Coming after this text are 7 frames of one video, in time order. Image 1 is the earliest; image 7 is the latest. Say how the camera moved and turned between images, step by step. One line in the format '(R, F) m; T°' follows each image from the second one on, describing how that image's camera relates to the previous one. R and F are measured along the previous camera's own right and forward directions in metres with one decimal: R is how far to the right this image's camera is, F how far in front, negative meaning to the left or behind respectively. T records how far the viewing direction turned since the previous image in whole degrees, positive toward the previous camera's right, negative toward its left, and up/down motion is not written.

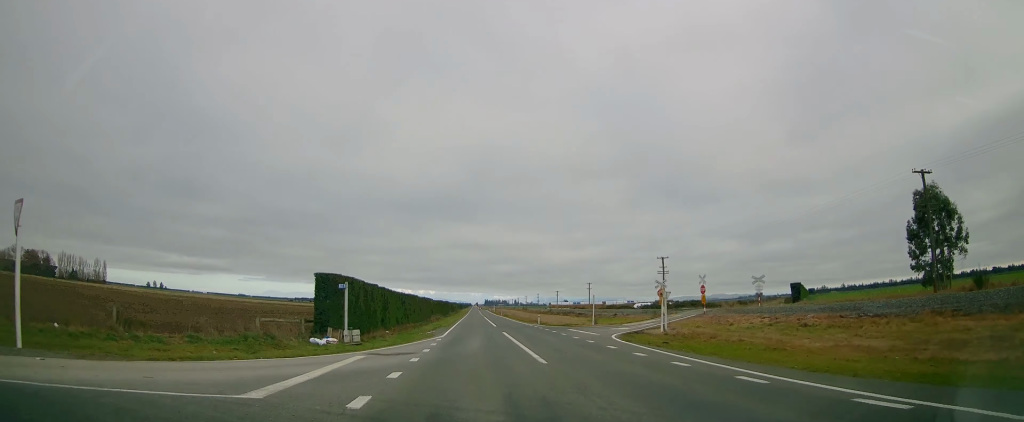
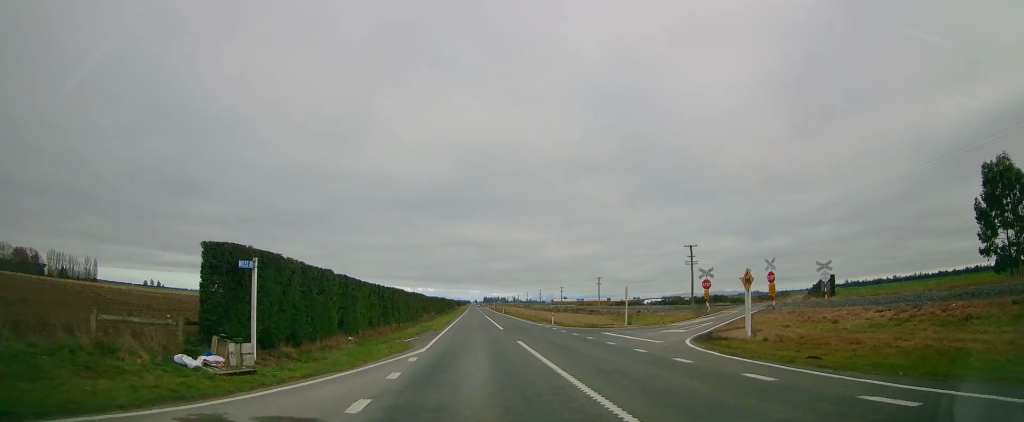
(-0.1, +11.9) m; 0°
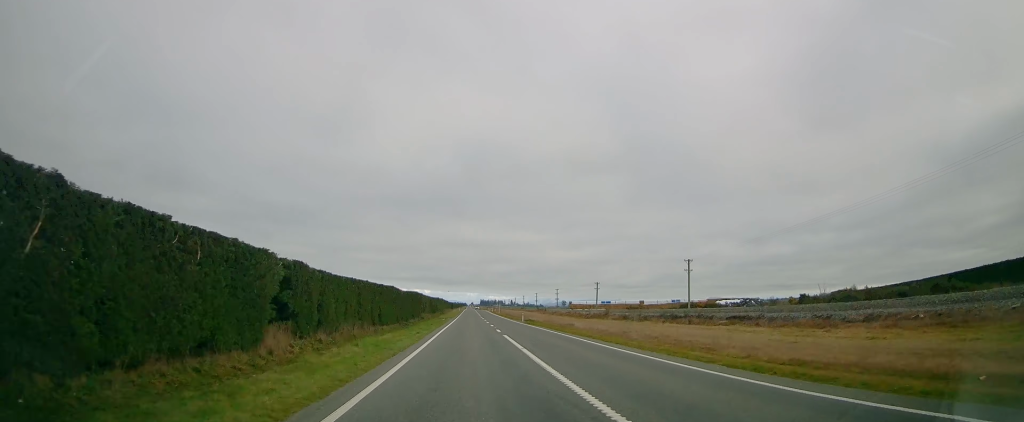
(+0.7, +54.3) m; +1°
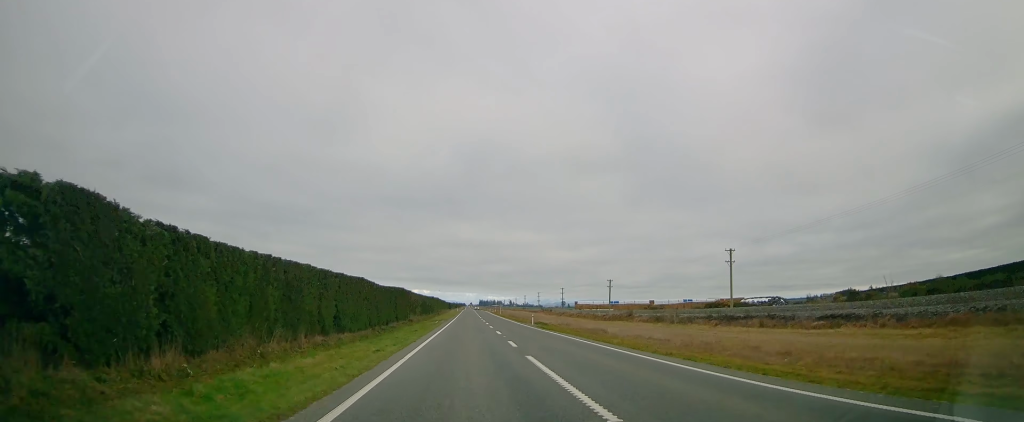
(+0.1, +12.6) m; 0°
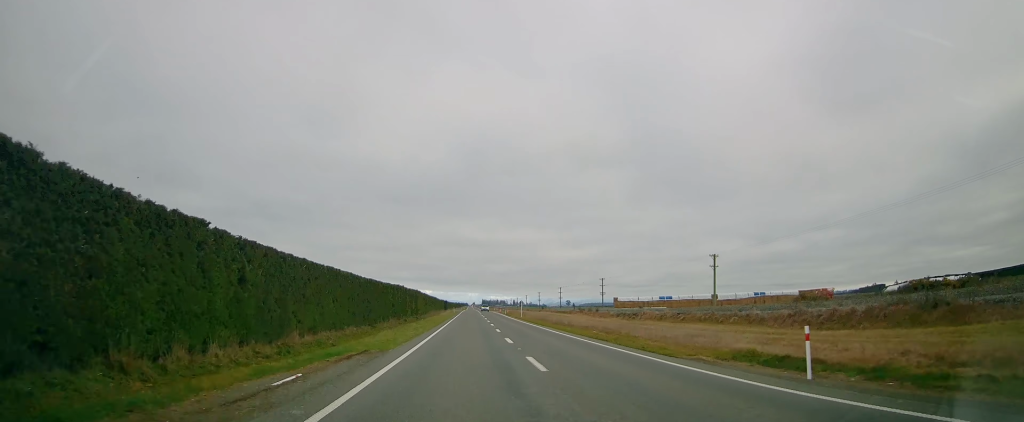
(-0.3, +49.1) m; 0°
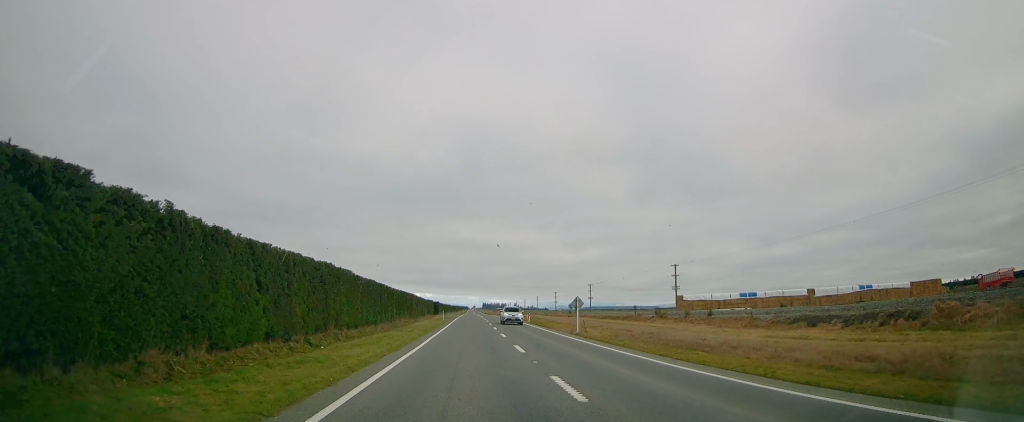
(-0.4, +43.7) m; 0°
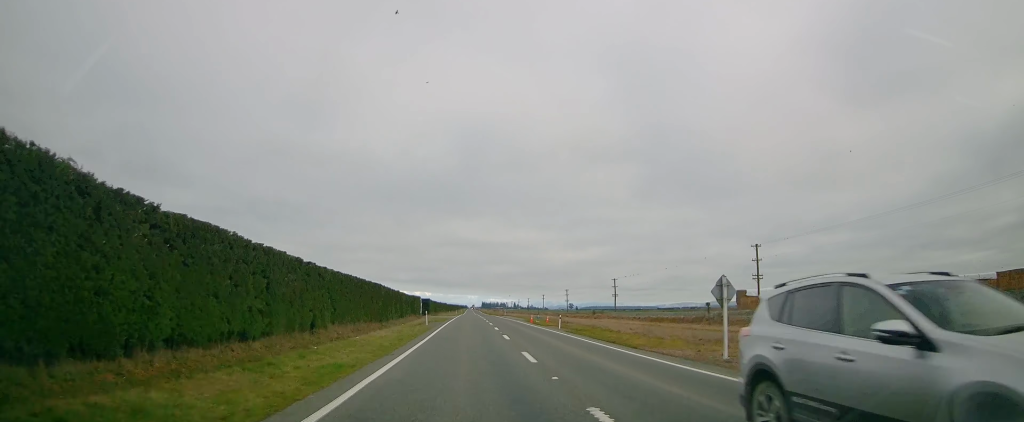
(+0.1, +23.7) m; 0°
